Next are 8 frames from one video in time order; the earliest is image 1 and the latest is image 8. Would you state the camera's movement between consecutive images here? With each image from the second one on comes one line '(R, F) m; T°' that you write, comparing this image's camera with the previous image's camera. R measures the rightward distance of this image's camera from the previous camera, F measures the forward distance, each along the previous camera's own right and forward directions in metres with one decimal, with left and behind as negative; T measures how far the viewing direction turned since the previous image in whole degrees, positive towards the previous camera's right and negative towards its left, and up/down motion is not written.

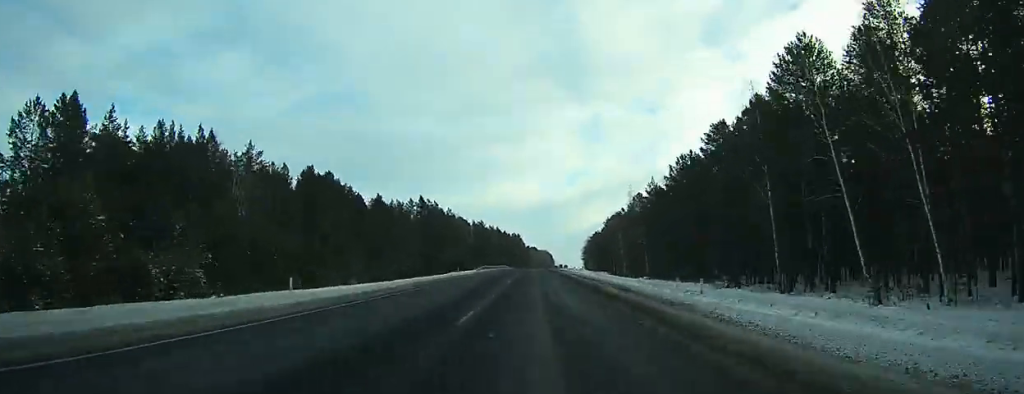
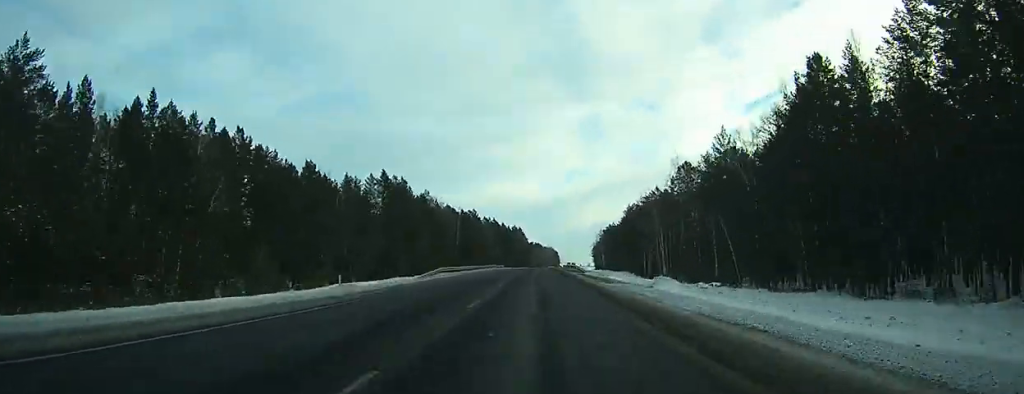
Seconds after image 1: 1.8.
(+0.1, +42.7) m; +3°
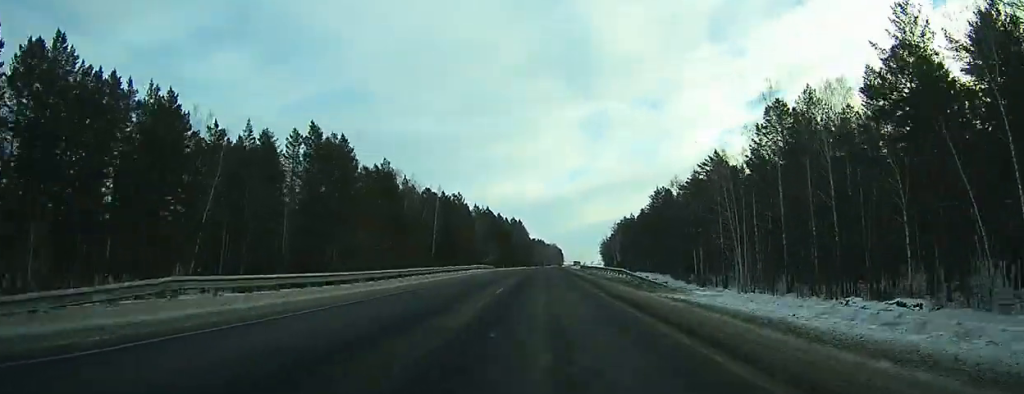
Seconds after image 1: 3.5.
(+1.8, +40.6) m; +1°
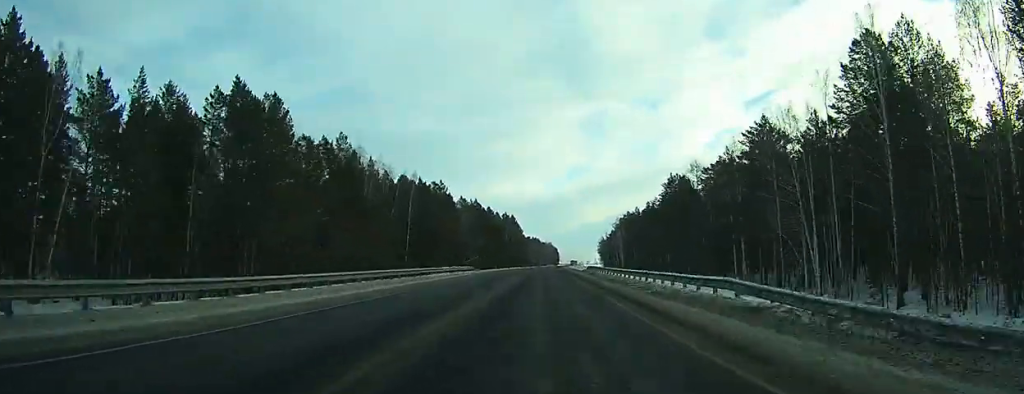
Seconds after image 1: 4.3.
(-0.2, +21.6) m; -2°
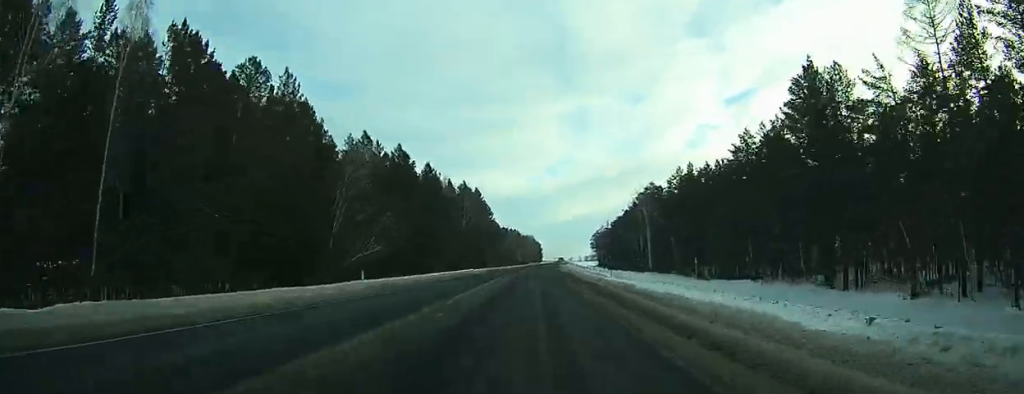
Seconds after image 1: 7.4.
(-6.5, +79.1) m; -5°
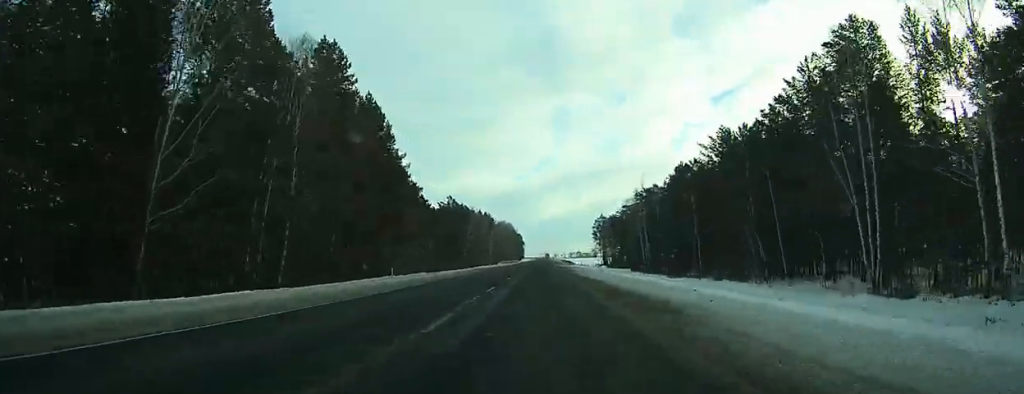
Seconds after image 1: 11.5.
(+6.8, +96.9) m; +6°
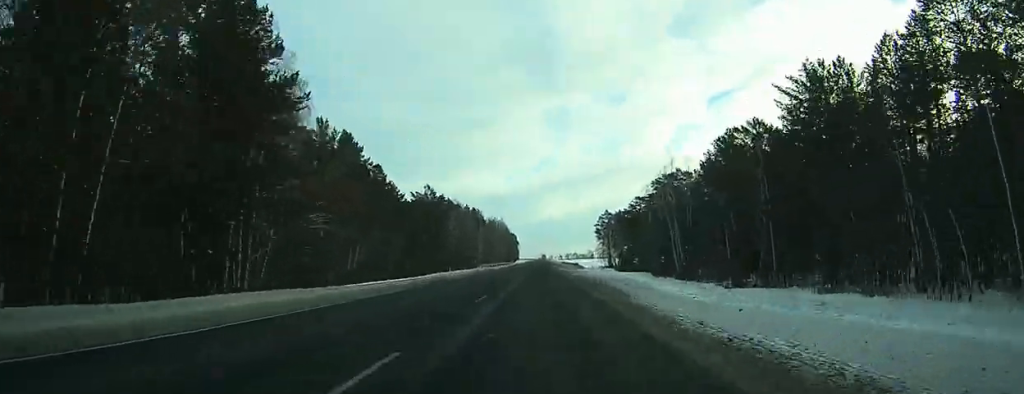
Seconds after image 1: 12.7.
(+0.2, +27.8) m; 0°
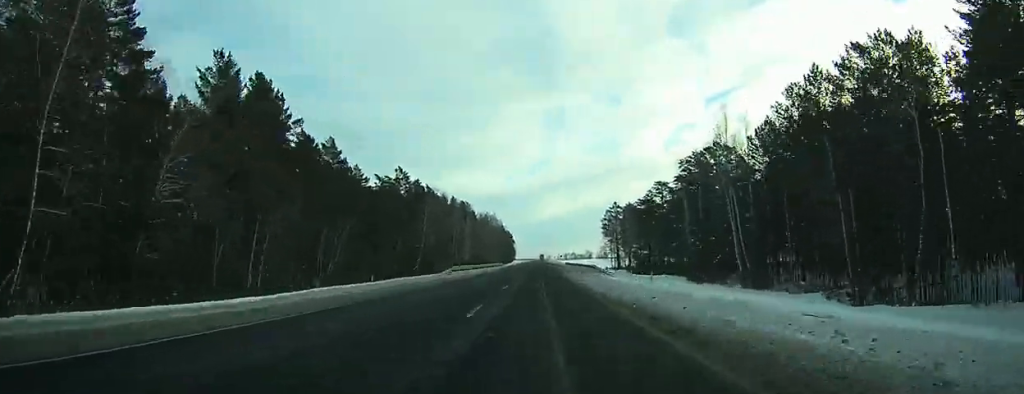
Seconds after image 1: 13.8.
(0.0, +26.6) m; 0°
